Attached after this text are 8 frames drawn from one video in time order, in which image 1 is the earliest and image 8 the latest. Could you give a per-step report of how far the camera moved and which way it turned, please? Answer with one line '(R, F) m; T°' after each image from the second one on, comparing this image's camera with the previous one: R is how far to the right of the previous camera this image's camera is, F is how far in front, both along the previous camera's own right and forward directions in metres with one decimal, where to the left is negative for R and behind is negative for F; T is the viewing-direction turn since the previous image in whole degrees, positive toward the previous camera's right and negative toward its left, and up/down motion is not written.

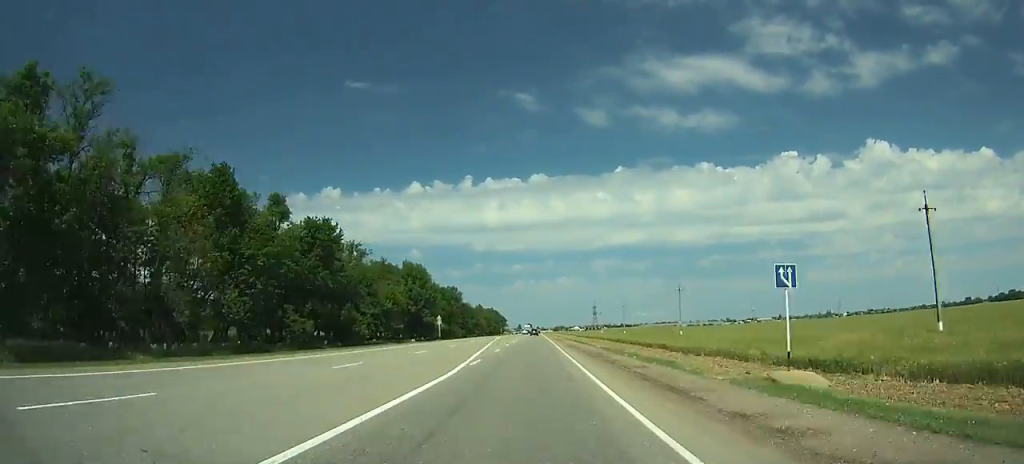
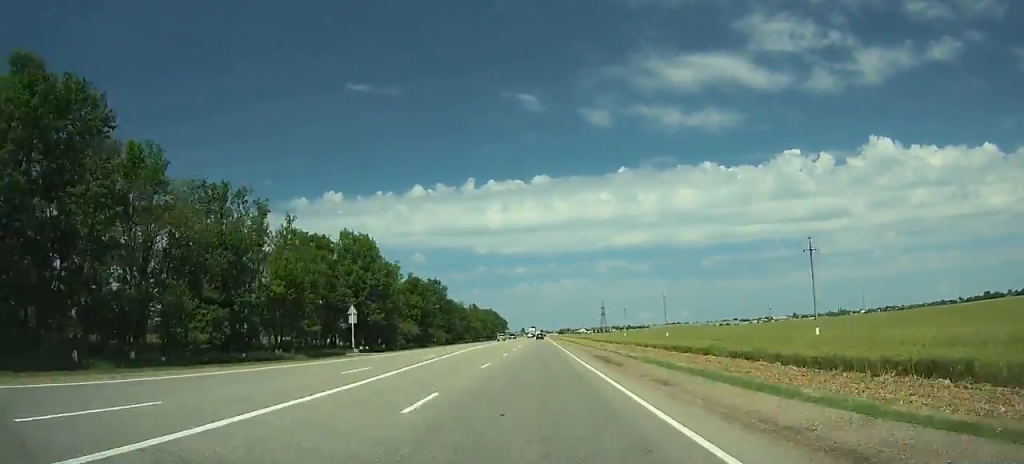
(0.0, +49.3) m; 0°
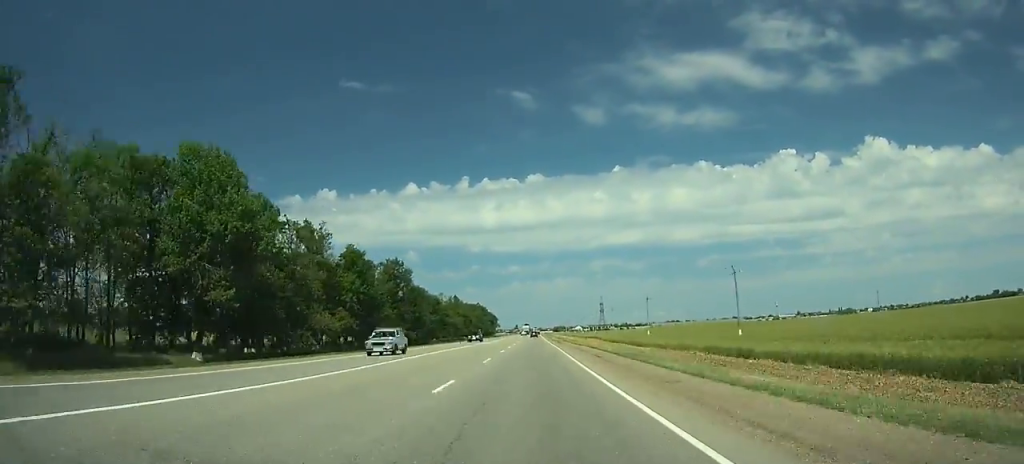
(-0.1, +43.6) m; 0°
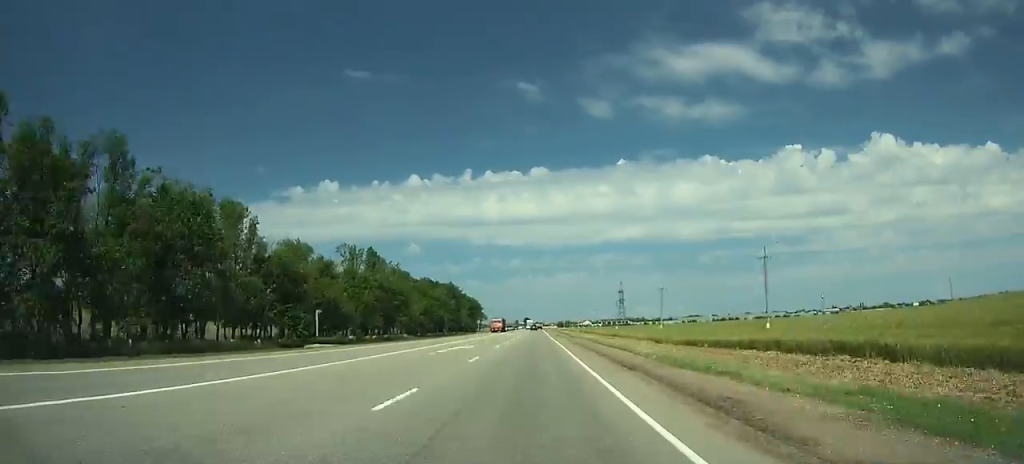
(+0.3, +123.0) m; 0°
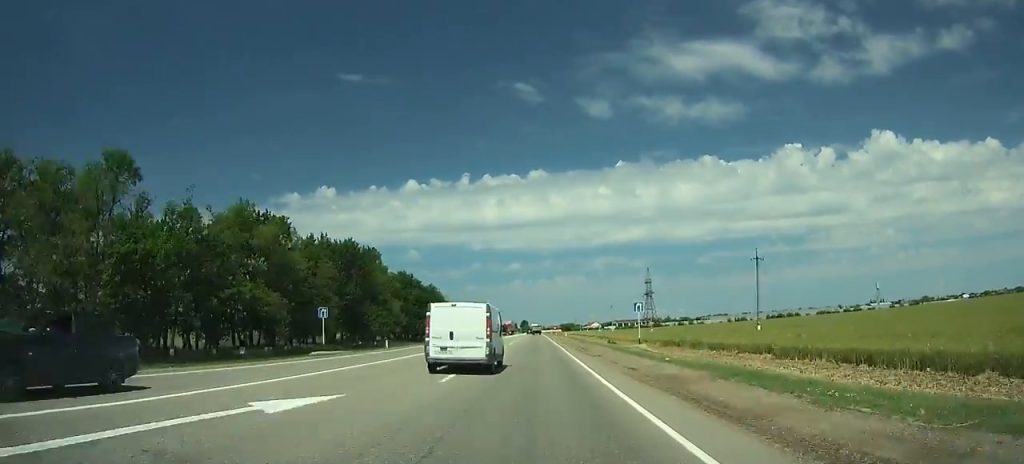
(+0.1, +114.1) m; 0°
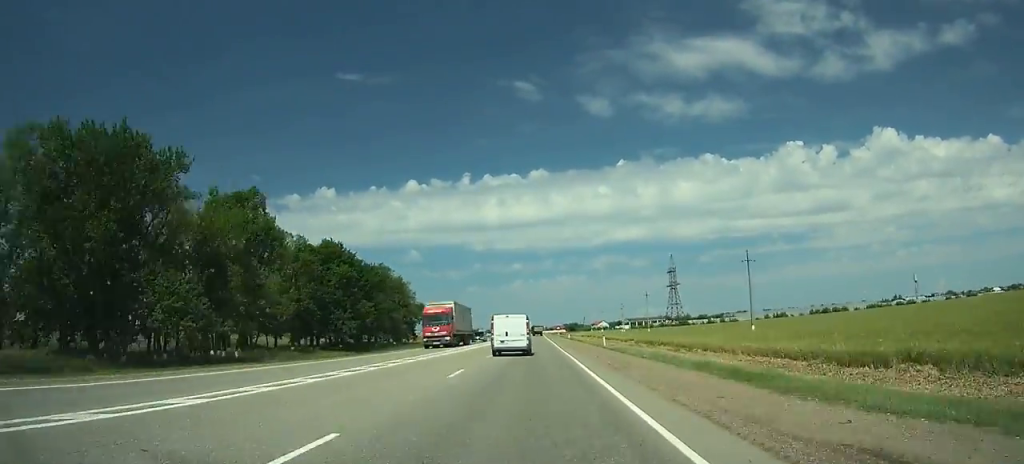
(0.0, +58.9) m; 0°
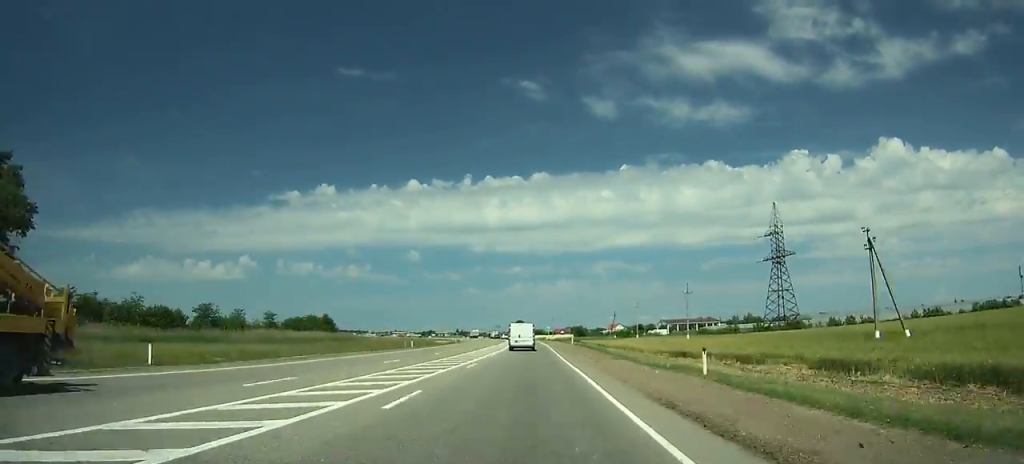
(-0.1, +126.2) m; 0°
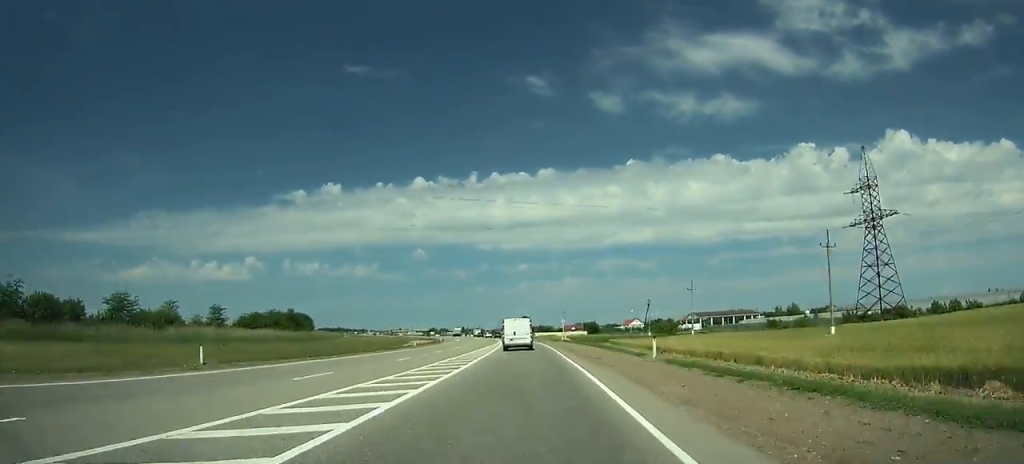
(-0.1, +44.2) m; -1°
